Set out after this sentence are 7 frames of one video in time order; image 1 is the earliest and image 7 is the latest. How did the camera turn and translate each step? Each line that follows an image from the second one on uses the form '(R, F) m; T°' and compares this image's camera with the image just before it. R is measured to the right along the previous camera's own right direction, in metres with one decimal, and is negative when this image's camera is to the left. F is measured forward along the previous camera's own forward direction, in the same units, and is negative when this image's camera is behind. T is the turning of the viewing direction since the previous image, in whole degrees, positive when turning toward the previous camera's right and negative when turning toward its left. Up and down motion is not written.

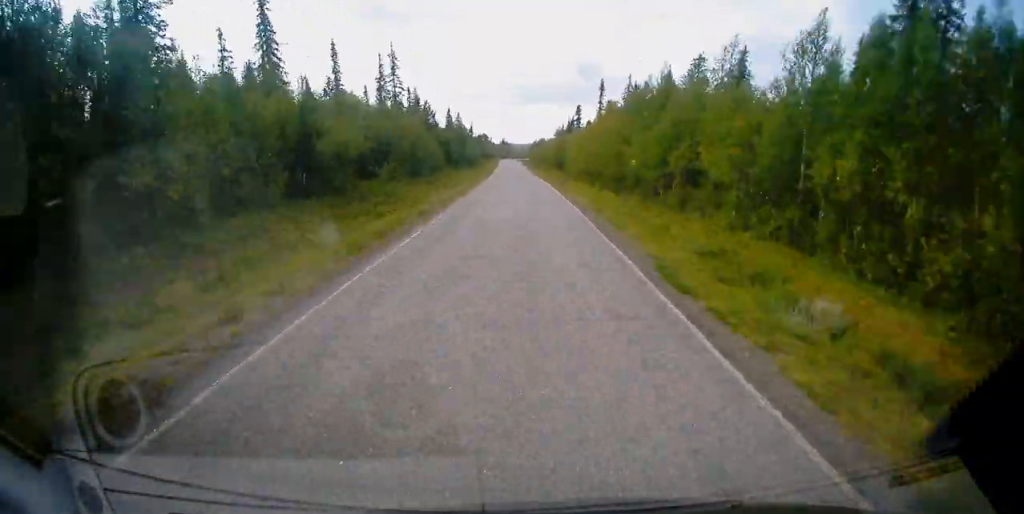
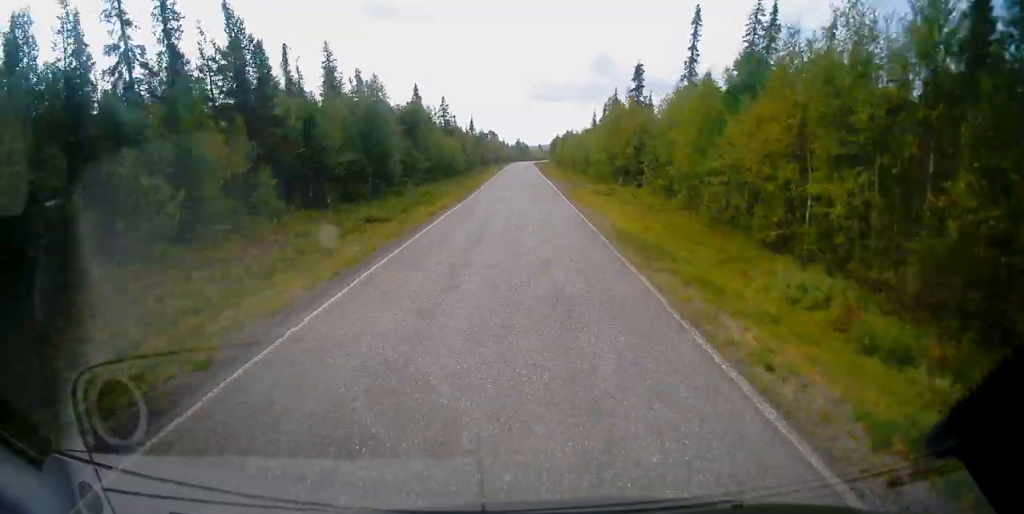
(-0.7, +62.5) m; -1°
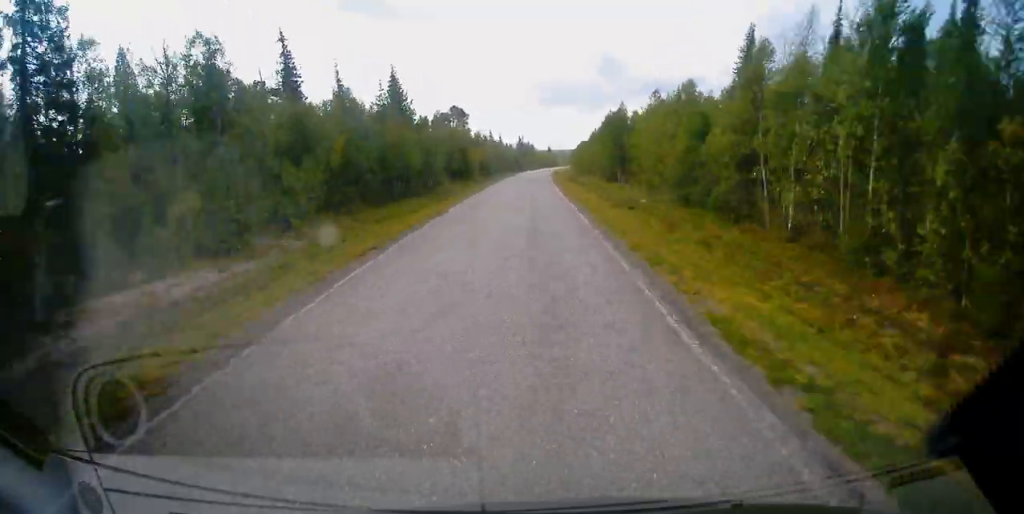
(-0.8, +120.5) m; 0°
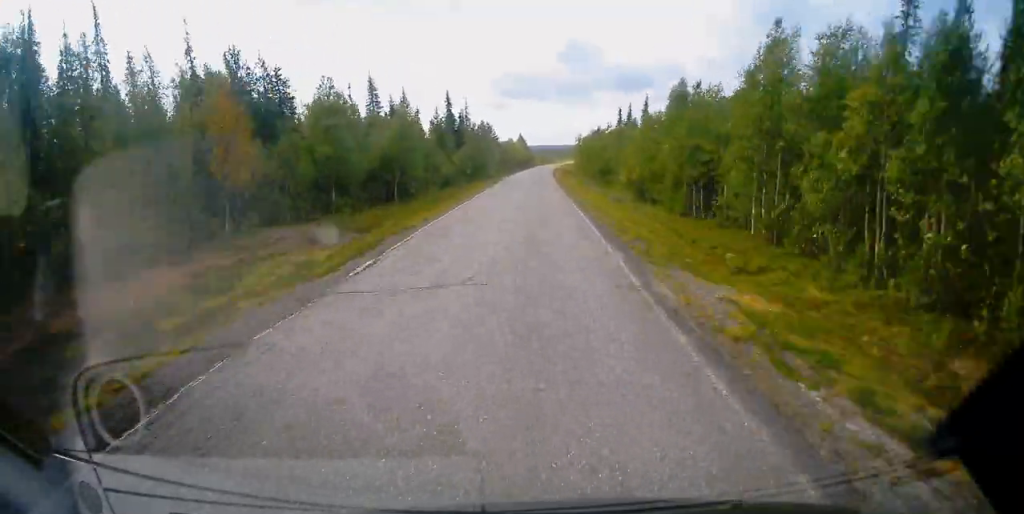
(-3.0, +164.5) m; +2°
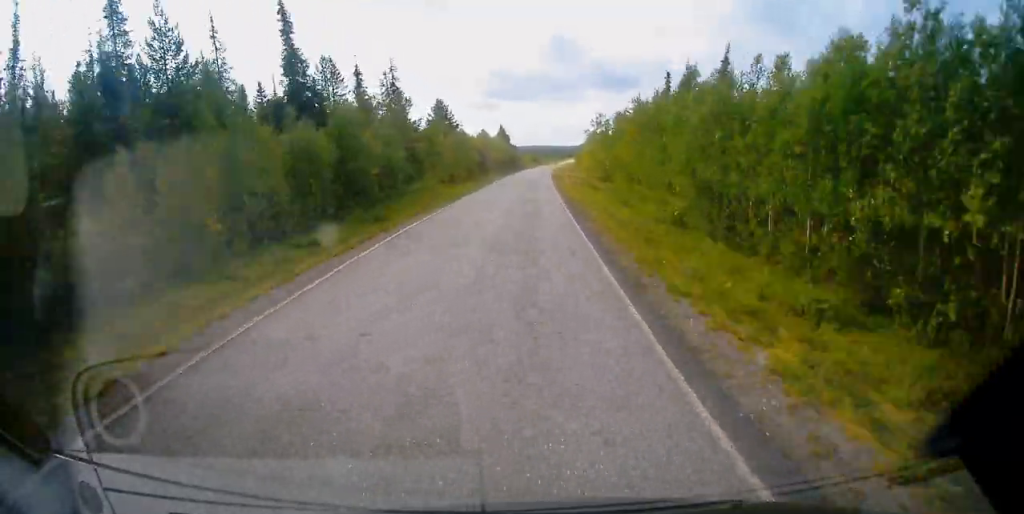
(+5.6, +58.9) m; +7°
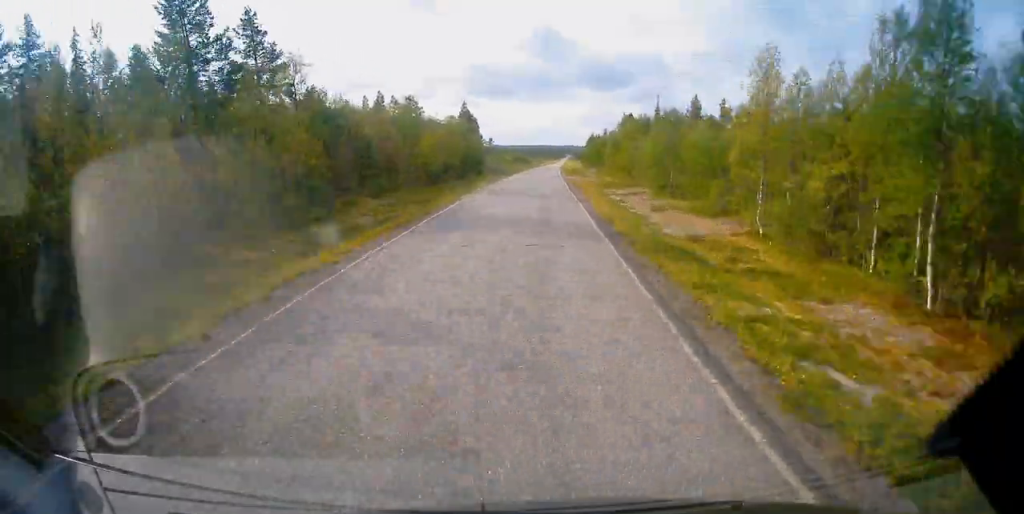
(+3.2, +75.2) m; +12°
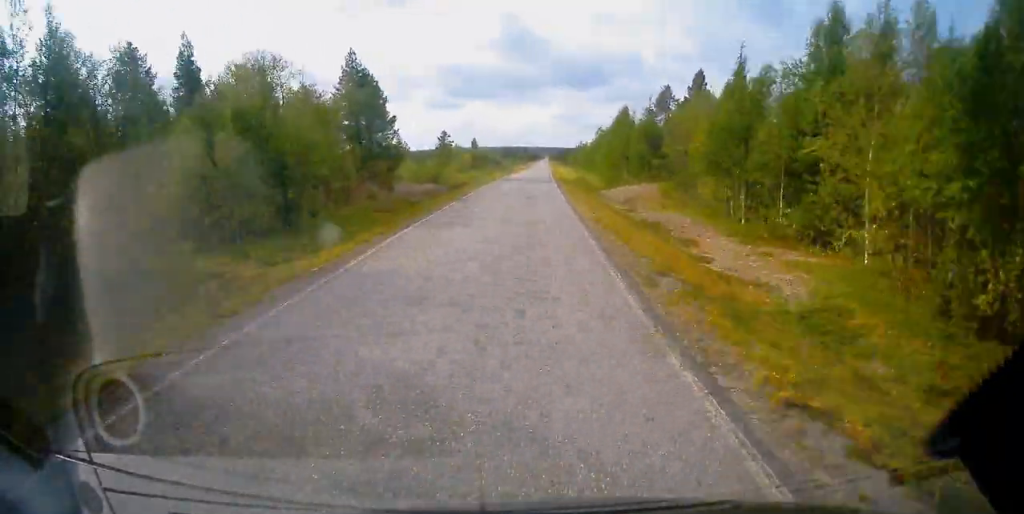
(+10.7, +66.5) m; 0°
